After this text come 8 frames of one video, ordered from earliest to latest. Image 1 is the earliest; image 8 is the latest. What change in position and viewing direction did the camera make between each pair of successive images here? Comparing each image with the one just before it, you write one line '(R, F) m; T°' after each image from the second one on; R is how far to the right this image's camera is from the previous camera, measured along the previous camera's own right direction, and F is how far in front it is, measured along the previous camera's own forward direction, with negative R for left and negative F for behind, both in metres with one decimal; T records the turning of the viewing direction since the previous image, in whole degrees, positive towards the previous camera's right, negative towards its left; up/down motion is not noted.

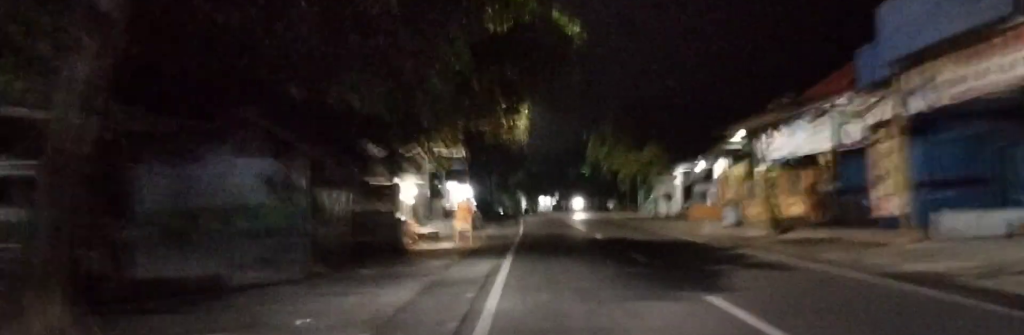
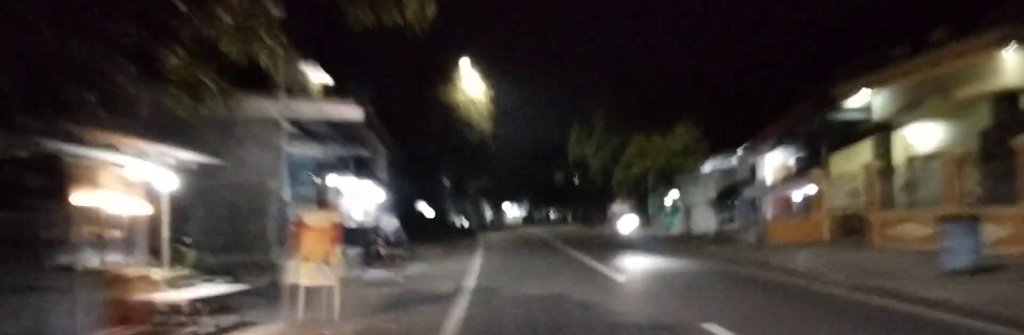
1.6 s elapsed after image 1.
(-0.2, +16.8) m; 0°
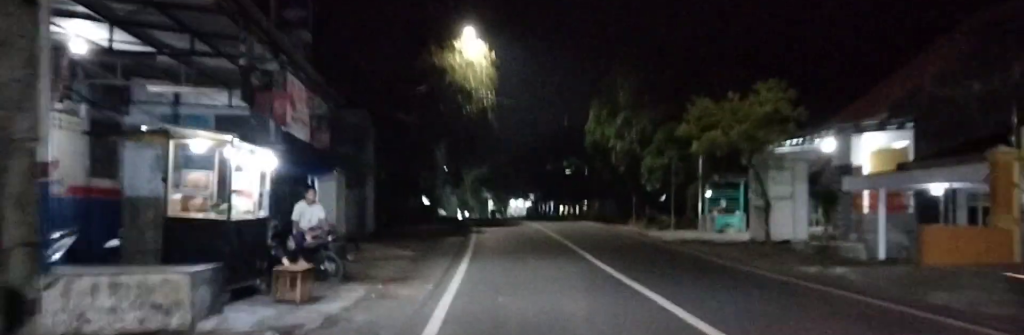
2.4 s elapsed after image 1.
(+0.2, +8.4) m; +2°
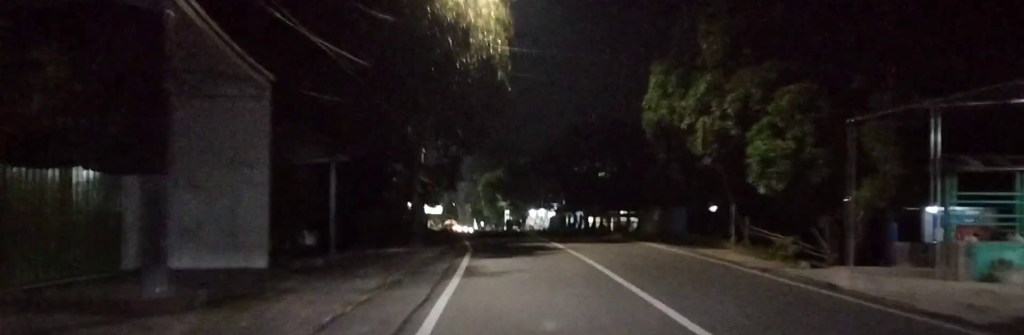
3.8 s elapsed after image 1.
(+0.2, +13.9) m; 0°
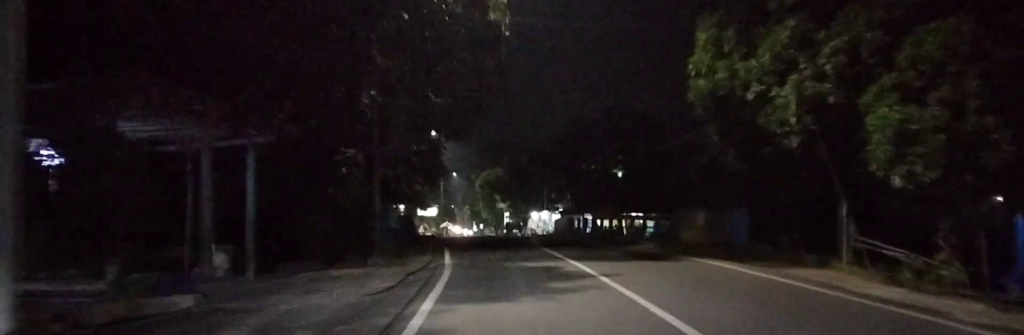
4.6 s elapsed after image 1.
(-0.1, +8.0) m; 0°
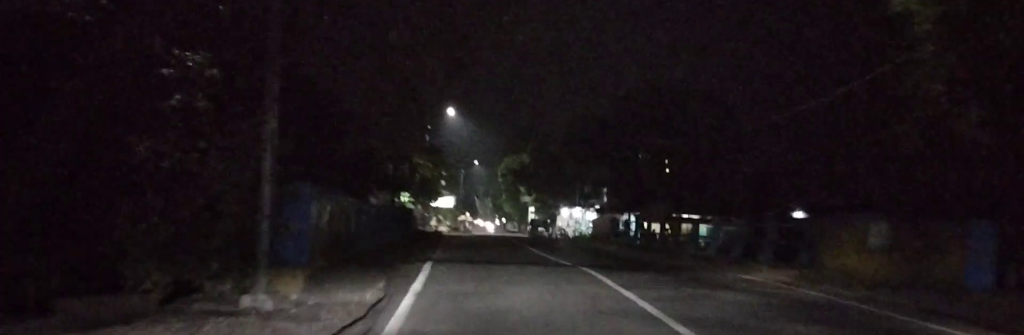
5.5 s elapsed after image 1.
(0.0, +10.0) m; +1°
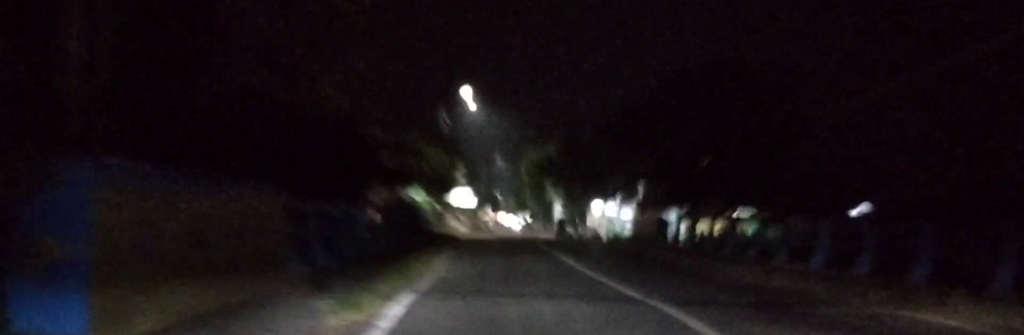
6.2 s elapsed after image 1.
(+0.2, +6.1) m; -2°
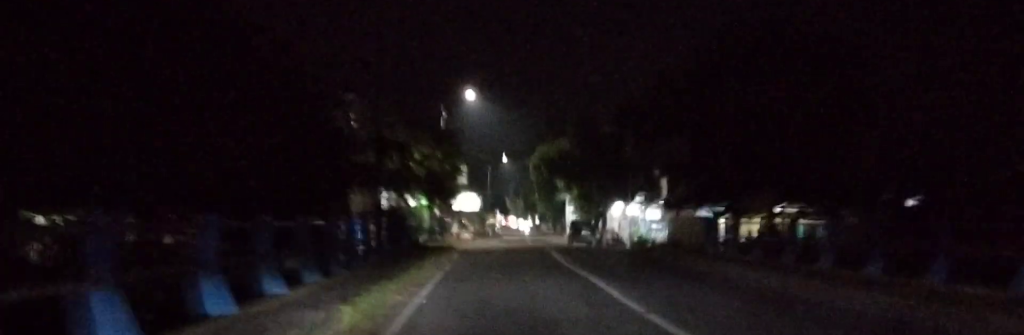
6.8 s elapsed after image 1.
(-0.2, +6.7) m; -3°
